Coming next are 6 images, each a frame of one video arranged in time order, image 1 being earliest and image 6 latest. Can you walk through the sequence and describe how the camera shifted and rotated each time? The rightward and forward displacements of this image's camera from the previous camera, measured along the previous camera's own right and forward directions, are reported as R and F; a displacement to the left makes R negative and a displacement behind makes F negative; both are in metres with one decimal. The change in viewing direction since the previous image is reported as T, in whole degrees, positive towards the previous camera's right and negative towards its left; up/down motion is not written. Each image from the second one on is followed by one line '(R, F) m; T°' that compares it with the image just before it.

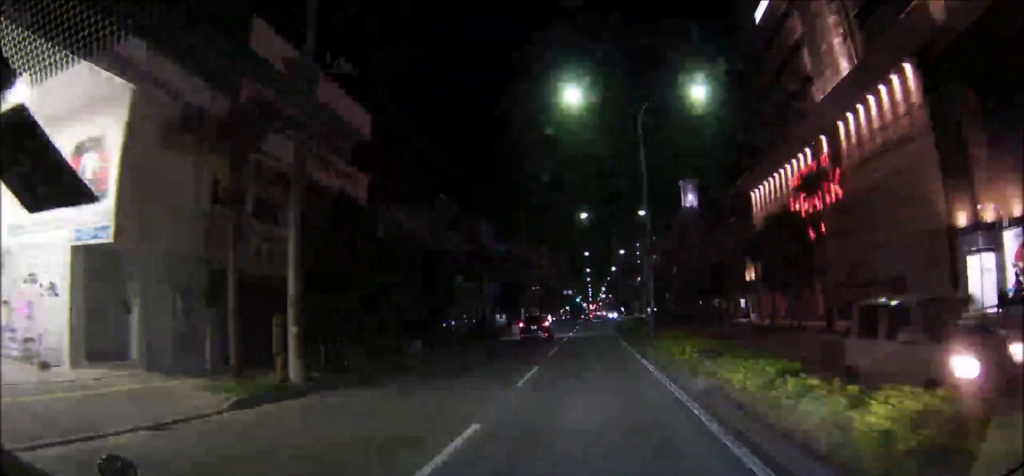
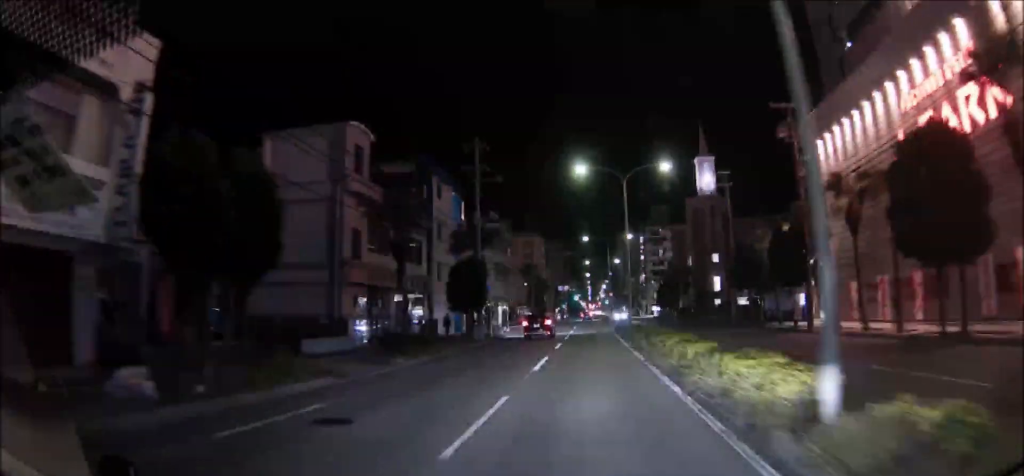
(0.0, +16.8) m; 0°
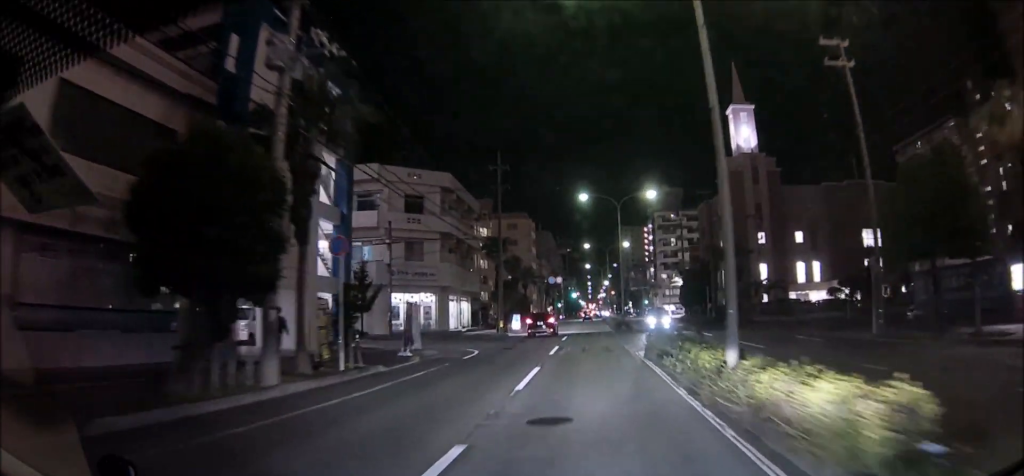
(0.0, +26.1) m; 0°
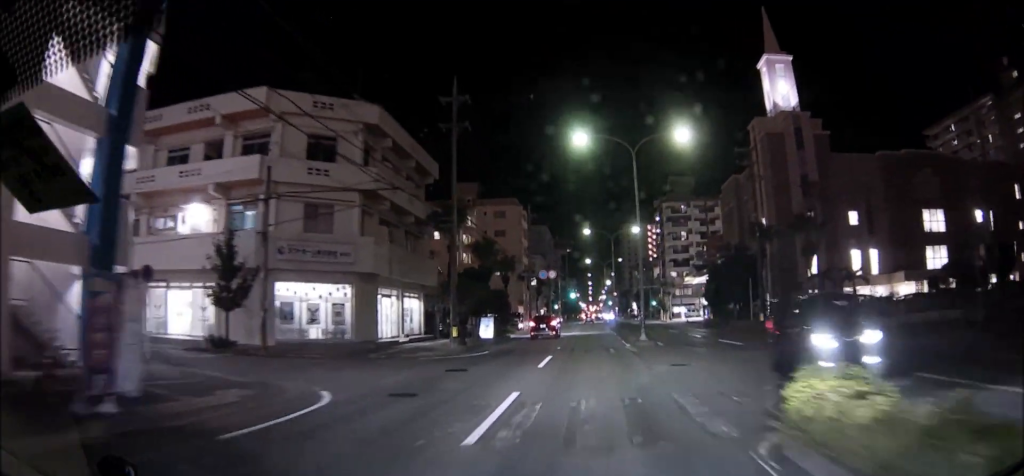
(0.0, +16.2) m; 0°
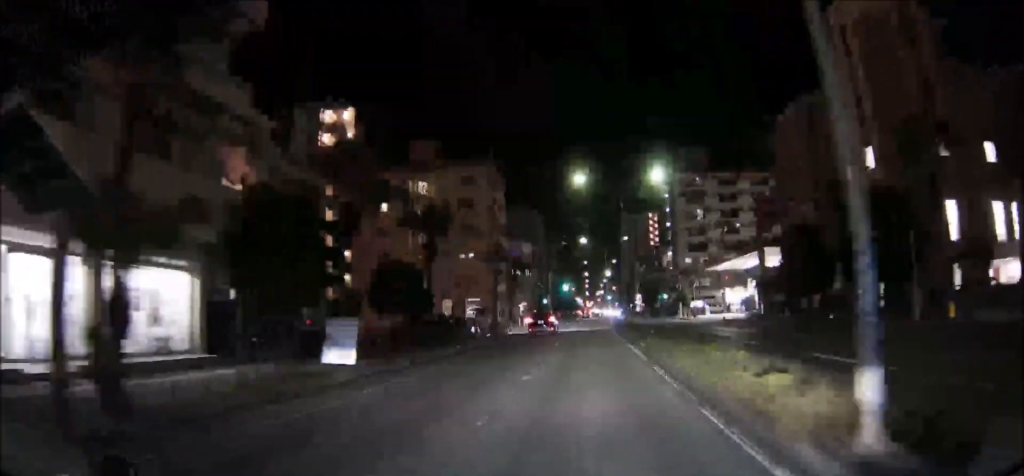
(0.0, +24.3) m; 0°
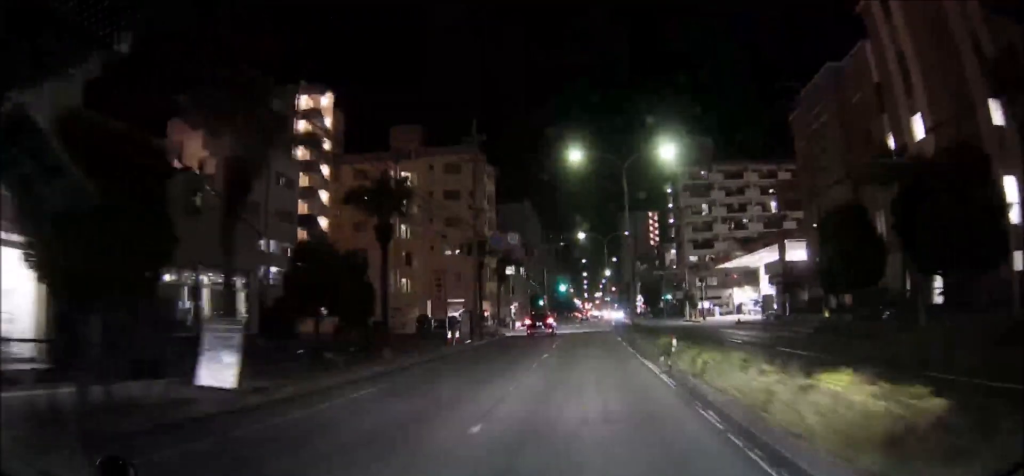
(0.0, +6.2) m; 0°
